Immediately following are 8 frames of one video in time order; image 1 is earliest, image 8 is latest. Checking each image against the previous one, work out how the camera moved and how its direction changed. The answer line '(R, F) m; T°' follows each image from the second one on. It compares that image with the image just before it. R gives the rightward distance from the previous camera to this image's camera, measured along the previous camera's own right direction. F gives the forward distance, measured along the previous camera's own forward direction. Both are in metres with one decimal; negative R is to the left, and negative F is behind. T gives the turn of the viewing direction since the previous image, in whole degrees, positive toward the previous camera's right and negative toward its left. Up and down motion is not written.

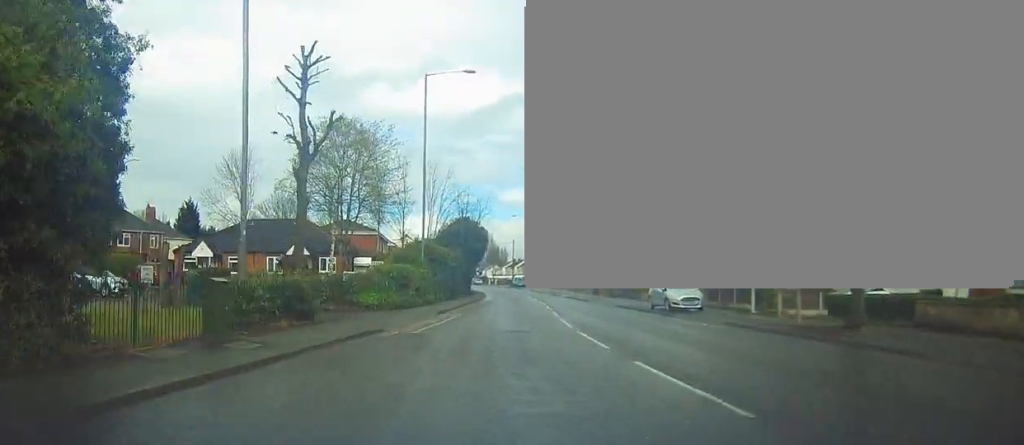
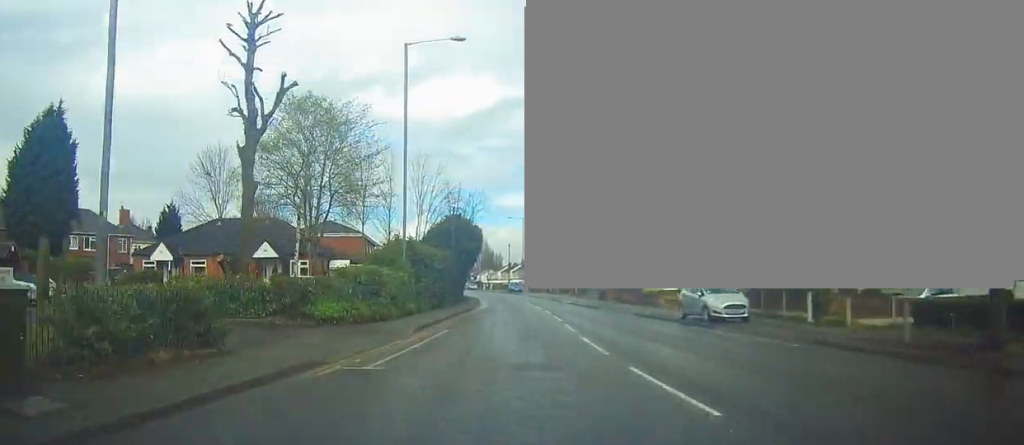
(+0.1, +5.8) m; +1°
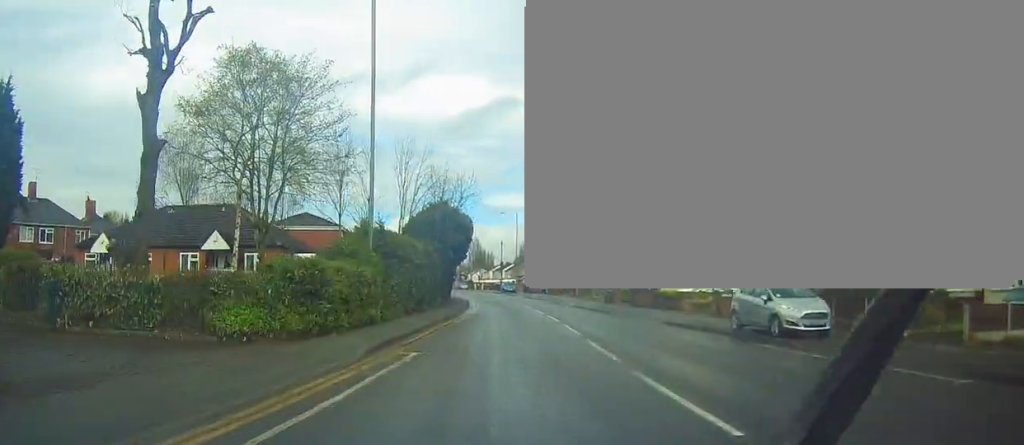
(-0.1, +6.4) m; +1°
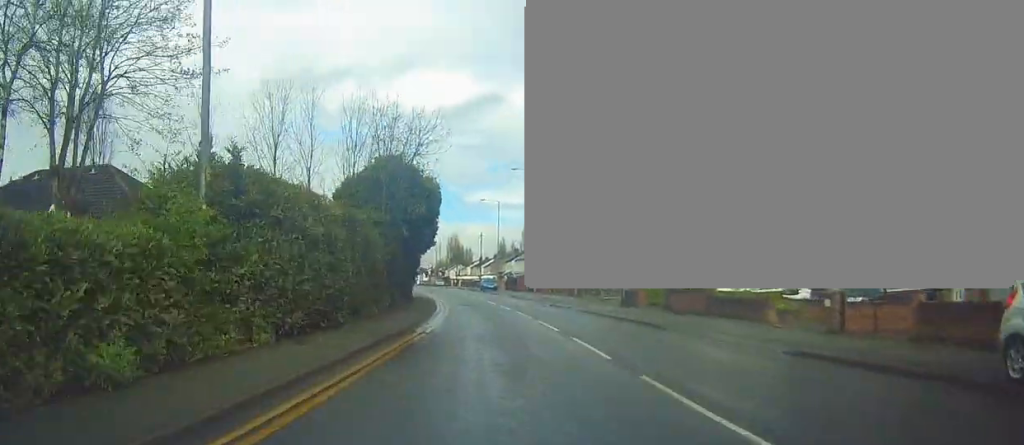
(+0.4, +12.4) m; +2°
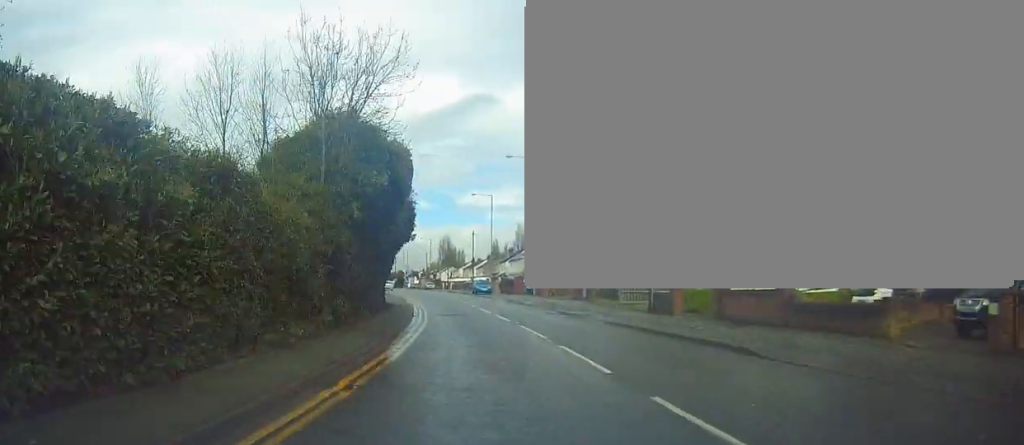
(-0.1, +7.5) m; -1°
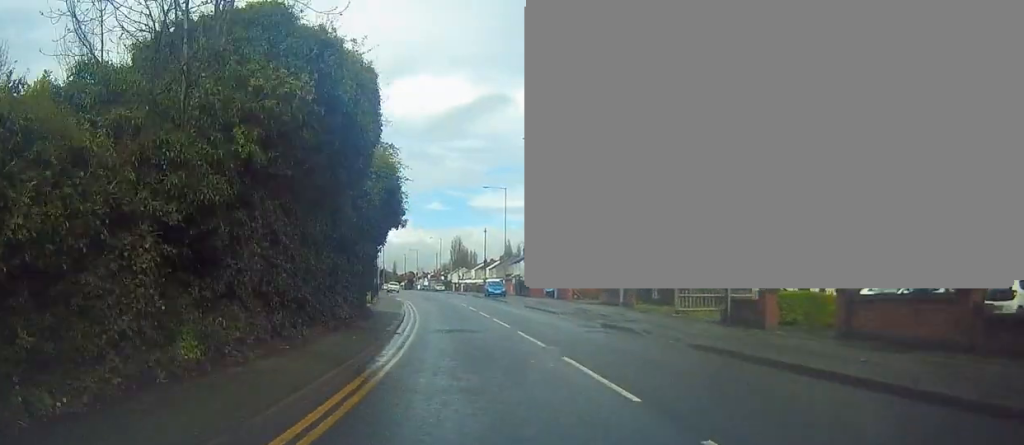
(-0.1, +7.9) m; -1°
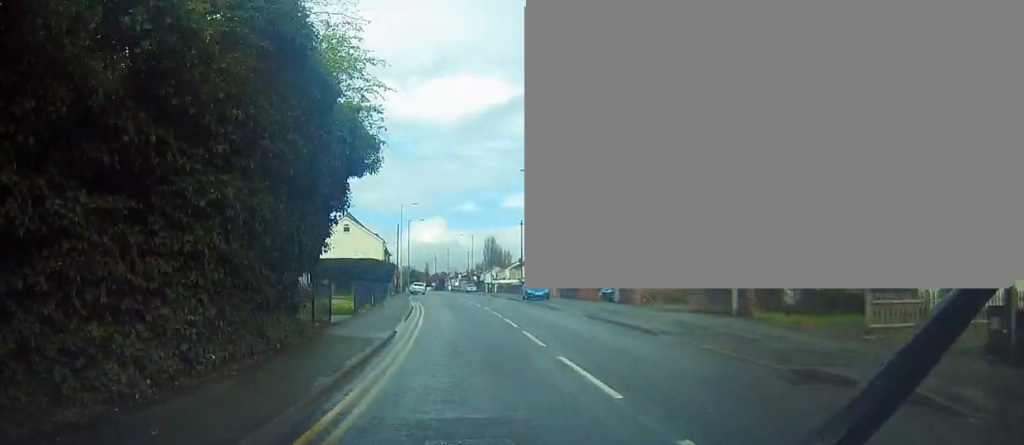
(-0.2, +11.8) m; -2°
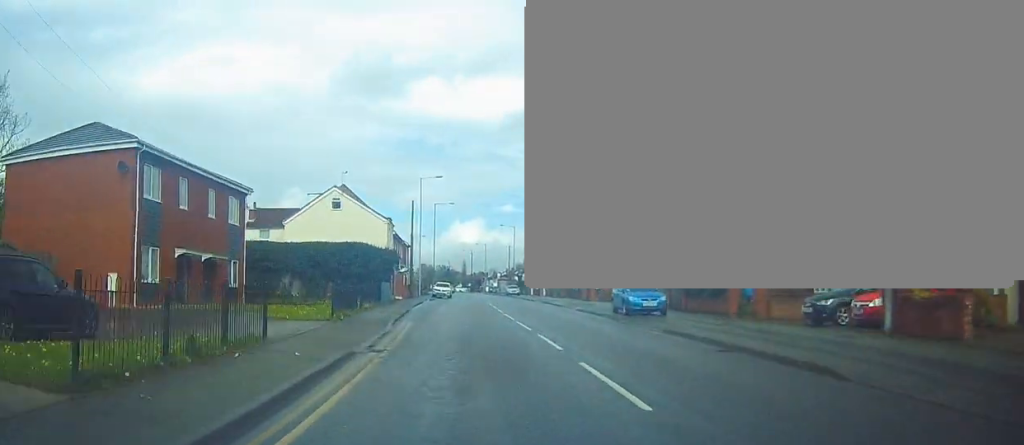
(-0.4, +24.0) m; -2°
